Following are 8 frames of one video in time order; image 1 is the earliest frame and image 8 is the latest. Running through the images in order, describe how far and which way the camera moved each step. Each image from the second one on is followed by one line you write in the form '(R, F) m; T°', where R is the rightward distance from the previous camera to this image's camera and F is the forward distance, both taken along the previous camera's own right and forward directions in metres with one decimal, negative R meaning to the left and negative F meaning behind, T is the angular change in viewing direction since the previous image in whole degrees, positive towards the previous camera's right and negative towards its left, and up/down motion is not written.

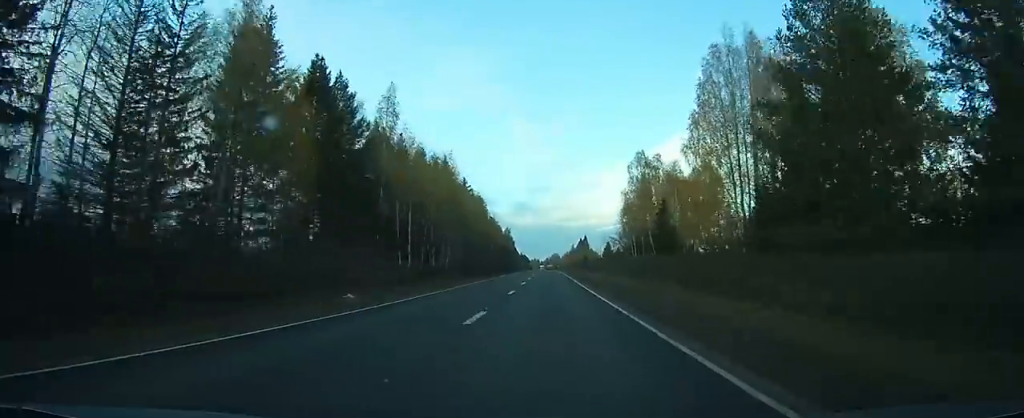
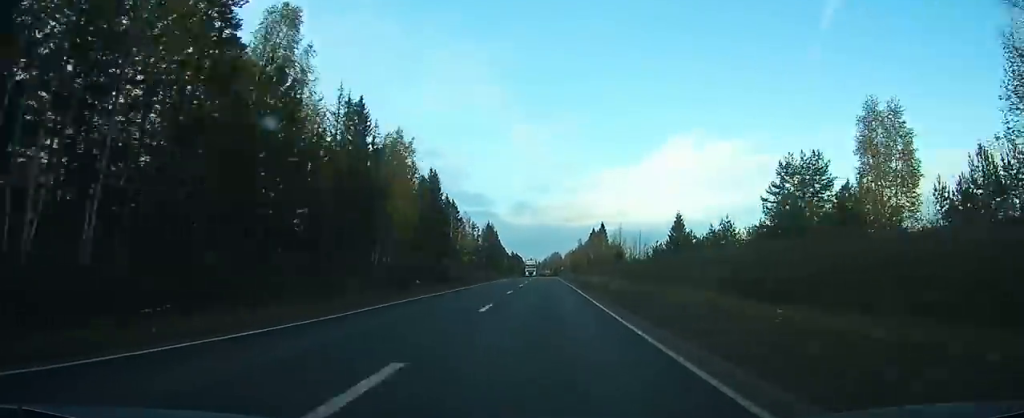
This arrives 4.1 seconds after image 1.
(0.0, +115.4) m; 0°
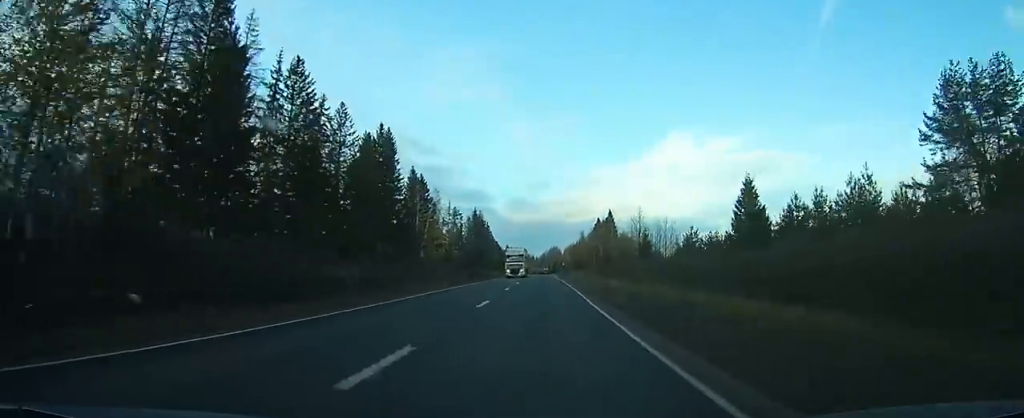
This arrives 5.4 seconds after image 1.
(0.0, +34.8) m; 0°
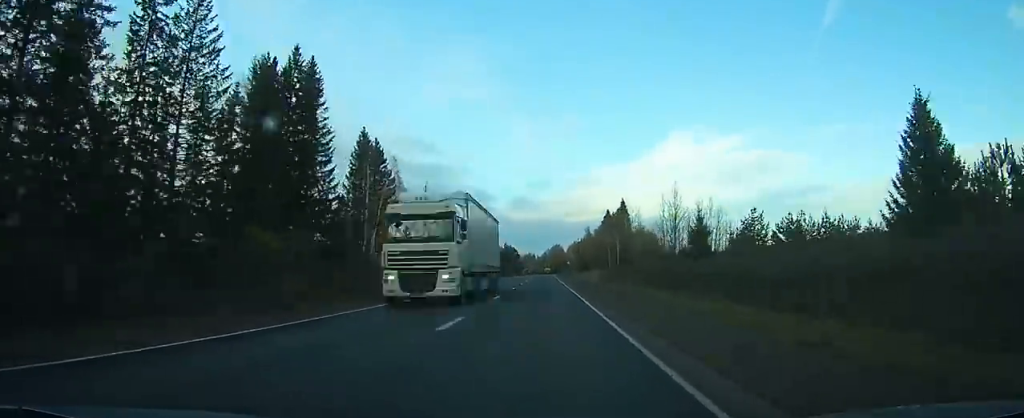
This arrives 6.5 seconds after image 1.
(0.0, +30.9) m; 0°
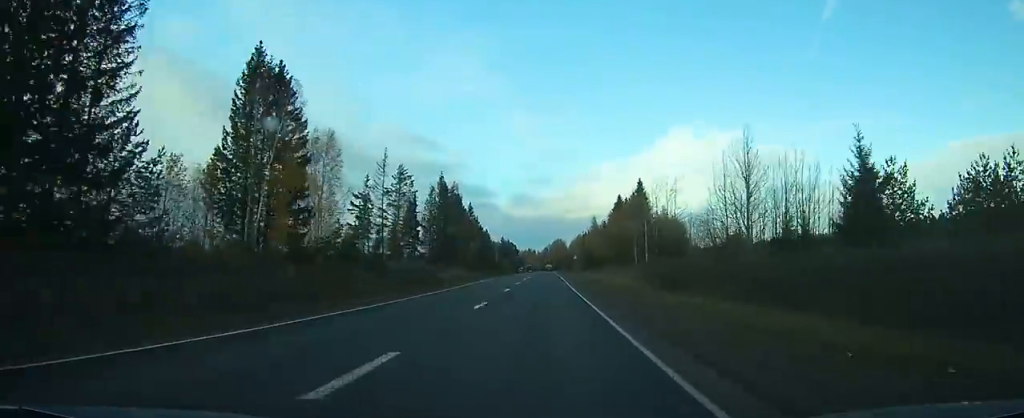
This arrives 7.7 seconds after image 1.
(0.0, +30.8) m; 0°
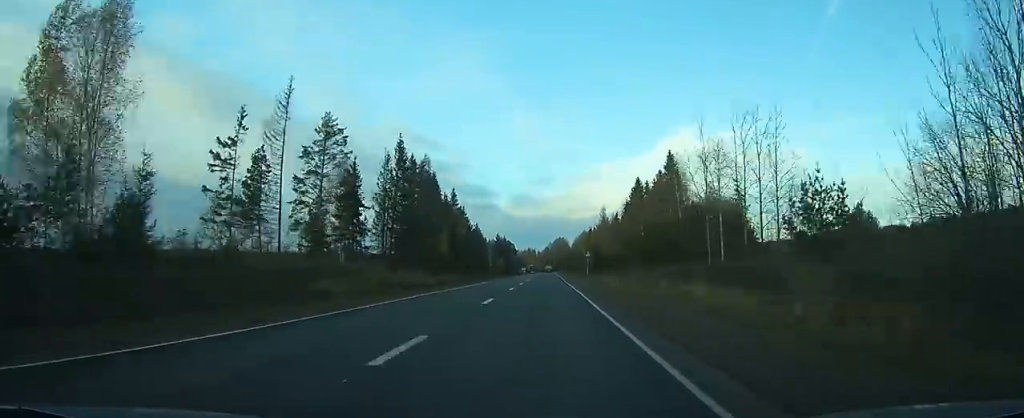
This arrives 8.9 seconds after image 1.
(-0.1, +34.3) m; 0°
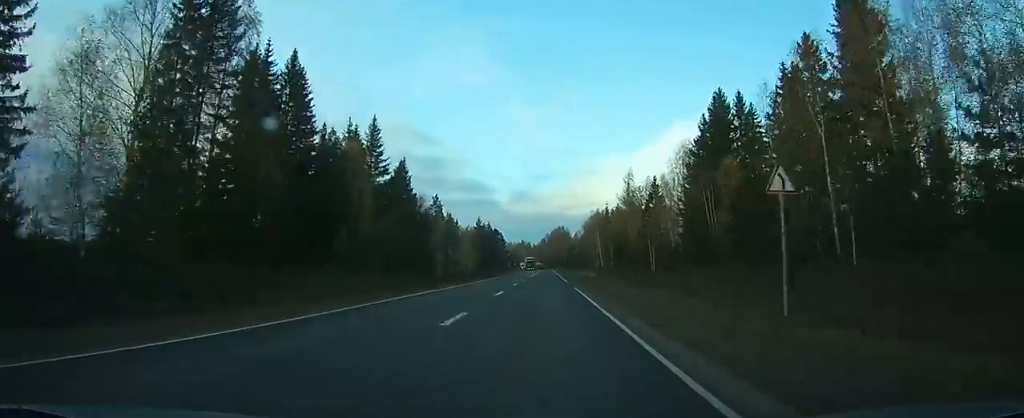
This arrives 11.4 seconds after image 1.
(-0.2, +67.1) m; 0°
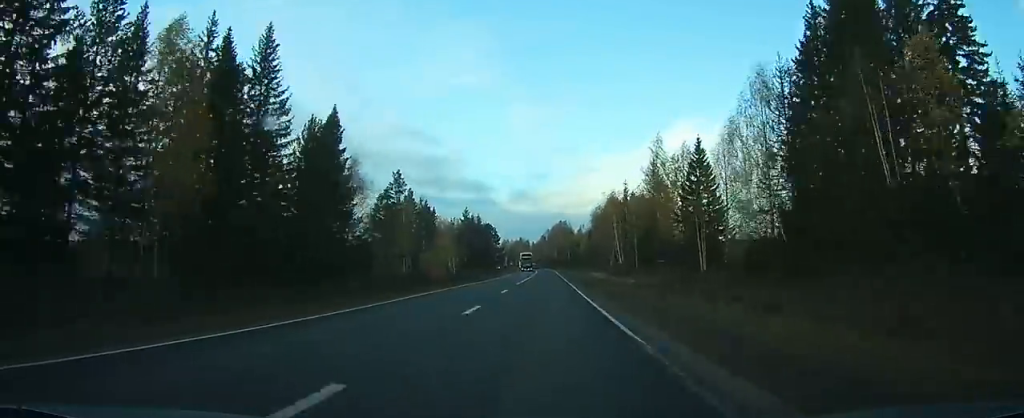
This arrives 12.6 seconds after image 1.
(+0.1, +32.8) m; 0°
